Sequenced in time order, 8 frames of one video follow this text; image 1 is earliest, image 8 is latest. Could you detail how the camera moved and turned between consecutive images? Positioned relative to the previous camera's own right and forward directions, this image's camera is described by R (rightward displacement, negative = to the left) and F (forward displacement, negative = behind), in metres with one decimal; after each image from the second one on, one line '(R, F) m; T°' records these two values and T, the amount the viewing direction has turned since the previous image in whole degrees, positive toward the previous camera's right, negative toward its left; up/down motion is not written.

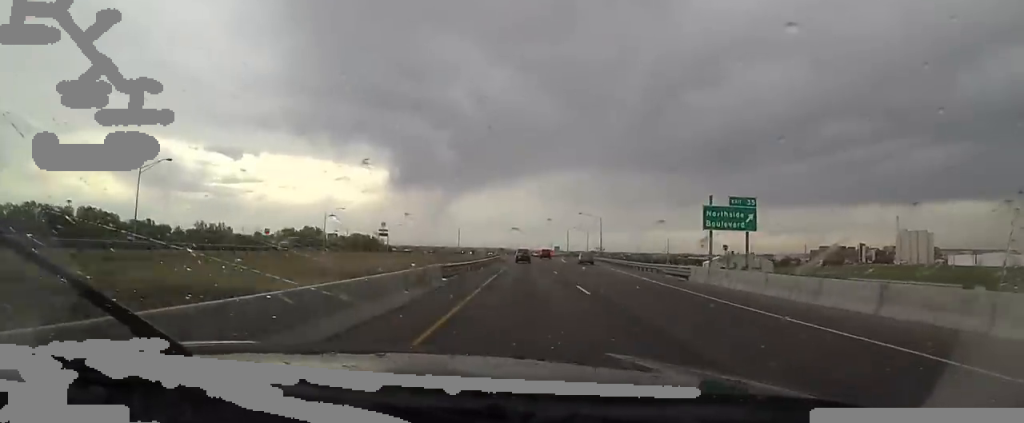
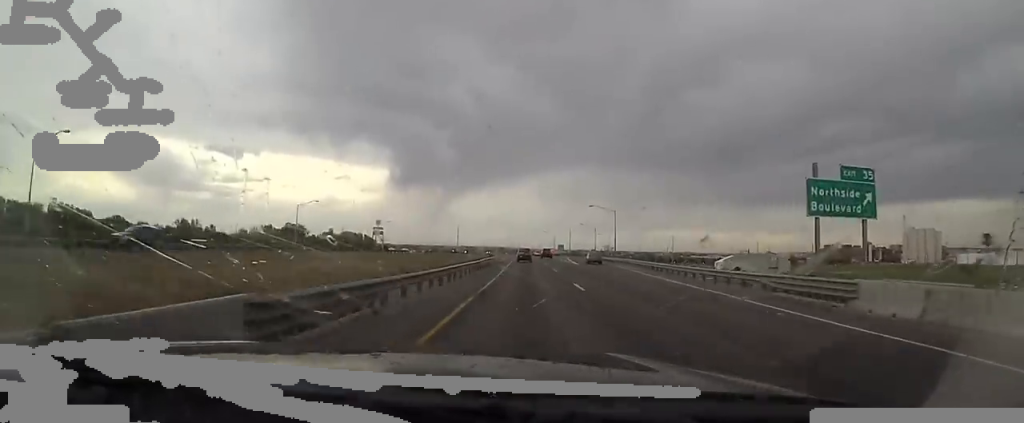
(+0.1, +13.3) m; 0°
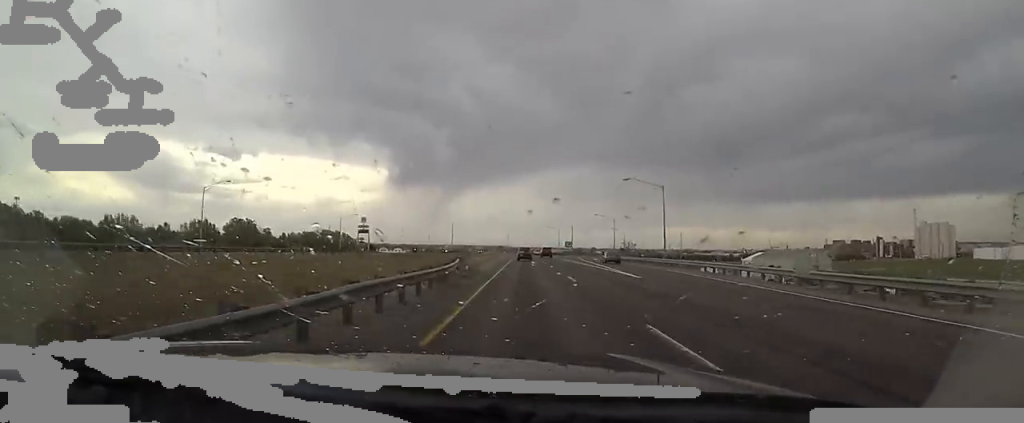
(0.0, +27.8) m; +1°
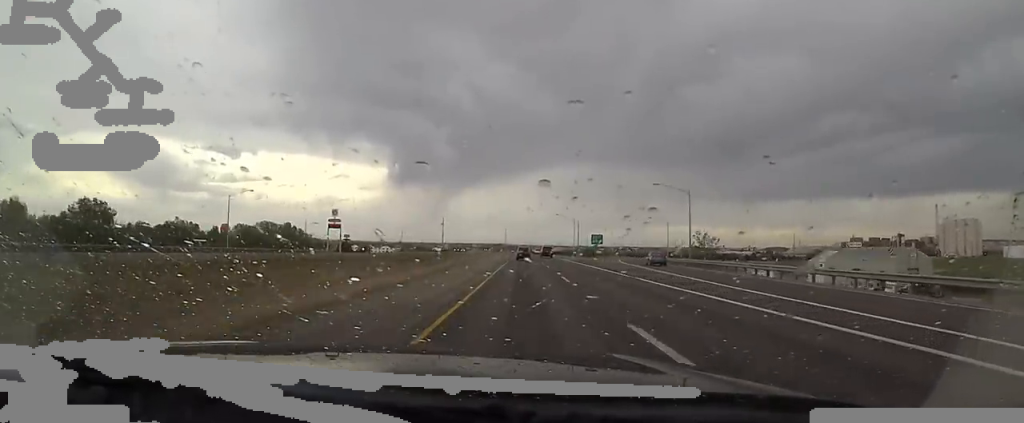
(+1.4, +46.5) m; +2°
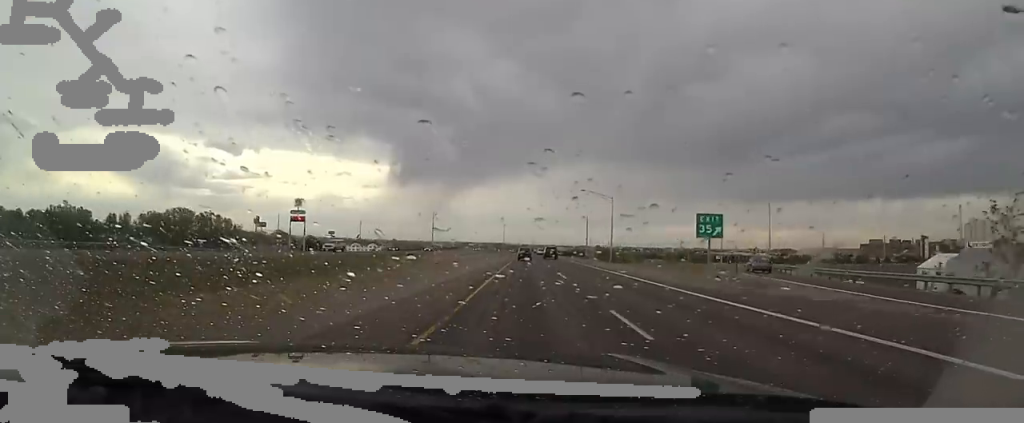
(-1.4, +42.8) m; -3°
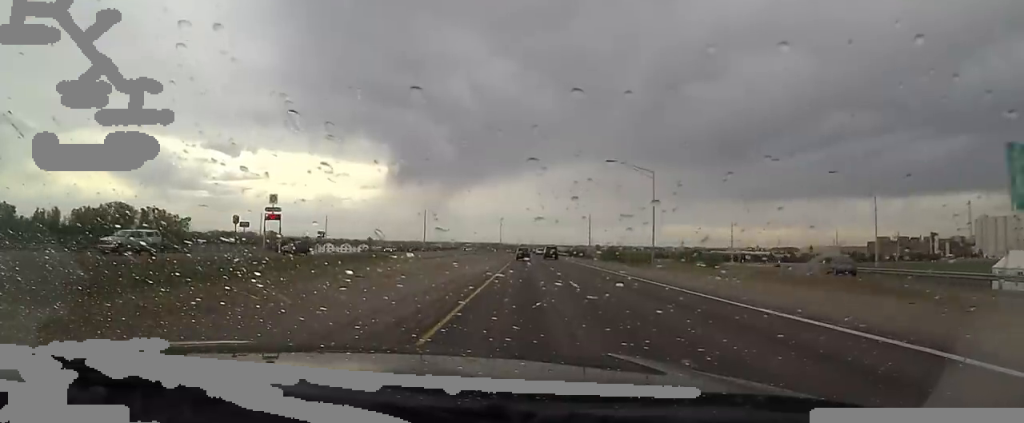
(-0.2, +20.1) m; -1°
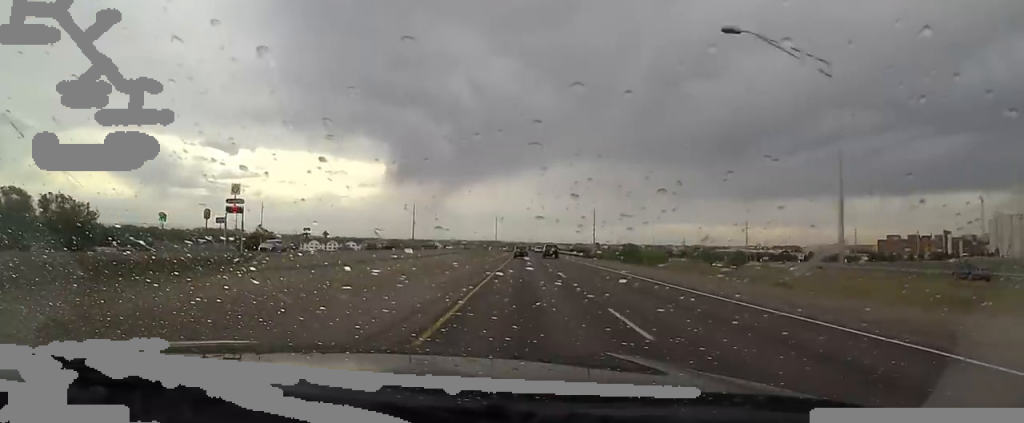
(-0.1, +25.0) m; 0°
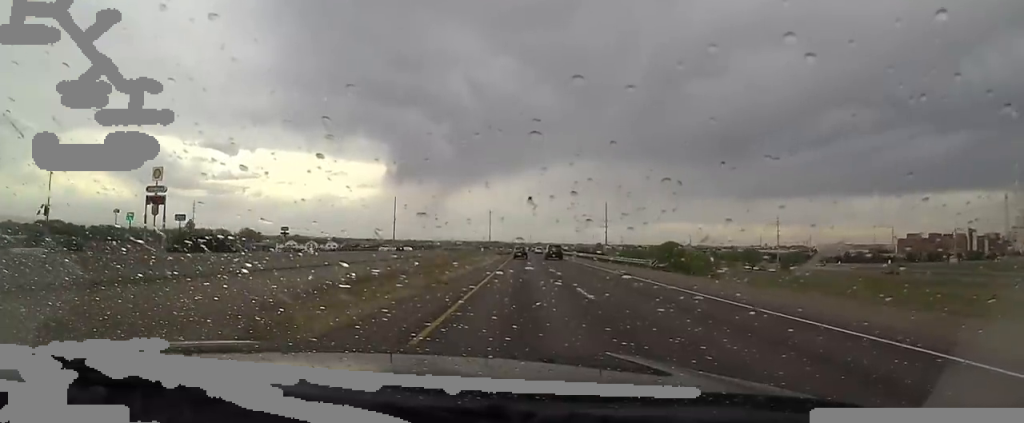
(+0.5, +38.0) m; +2°
